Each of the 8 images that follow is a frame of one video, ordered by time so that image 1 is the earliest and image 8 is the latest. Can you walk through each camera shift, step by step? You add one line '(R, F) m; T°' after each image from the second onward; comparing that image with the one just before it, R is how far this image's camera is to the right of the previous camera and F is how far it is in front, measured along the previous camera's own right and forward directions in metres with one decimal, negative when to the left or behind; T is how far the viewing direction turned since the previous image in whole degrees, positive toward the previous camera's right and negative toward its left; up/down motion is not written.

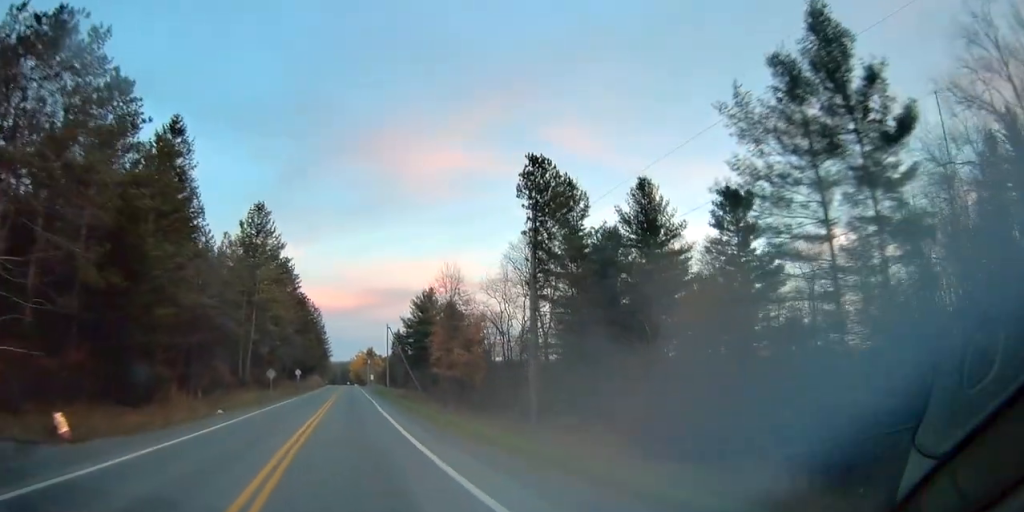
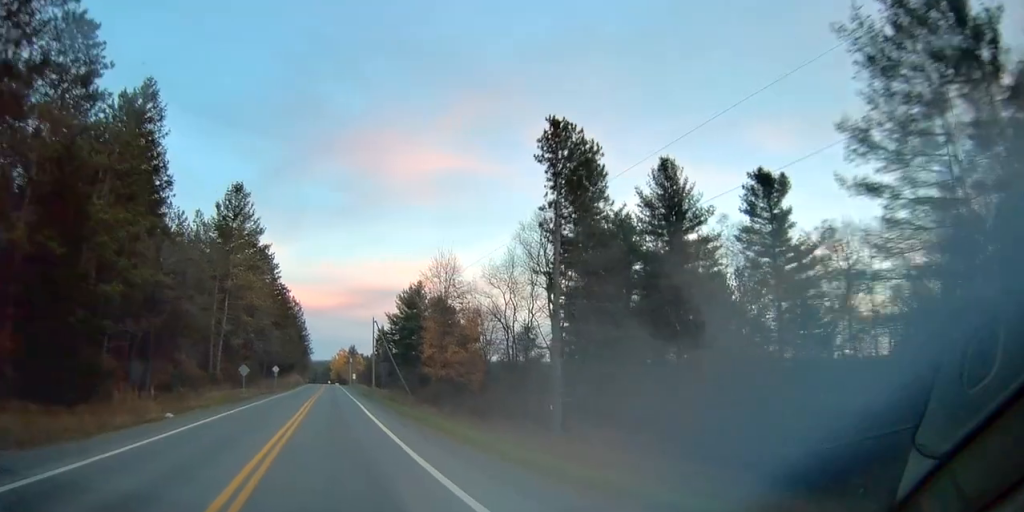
(+0.3, +7.3) m; +2°
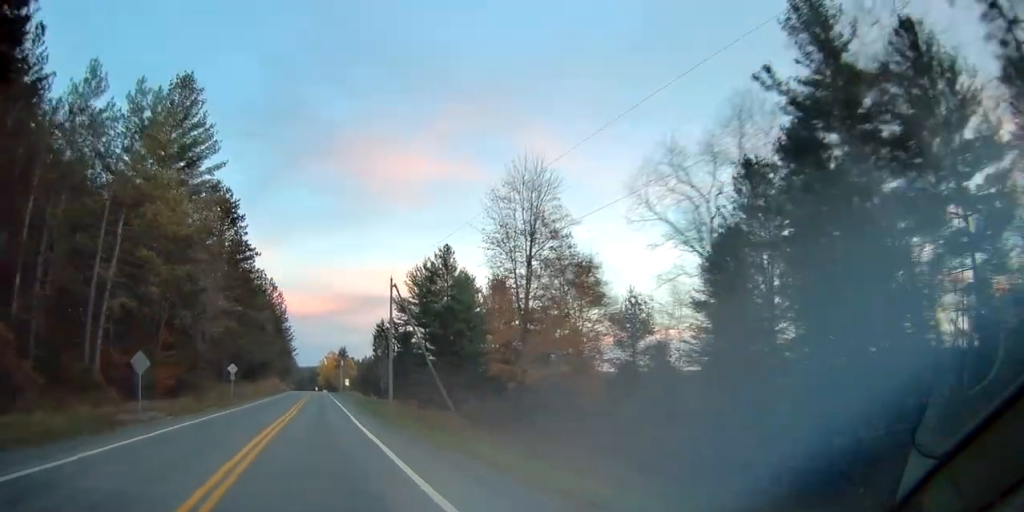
(+1.9, +30.3) m; +4°
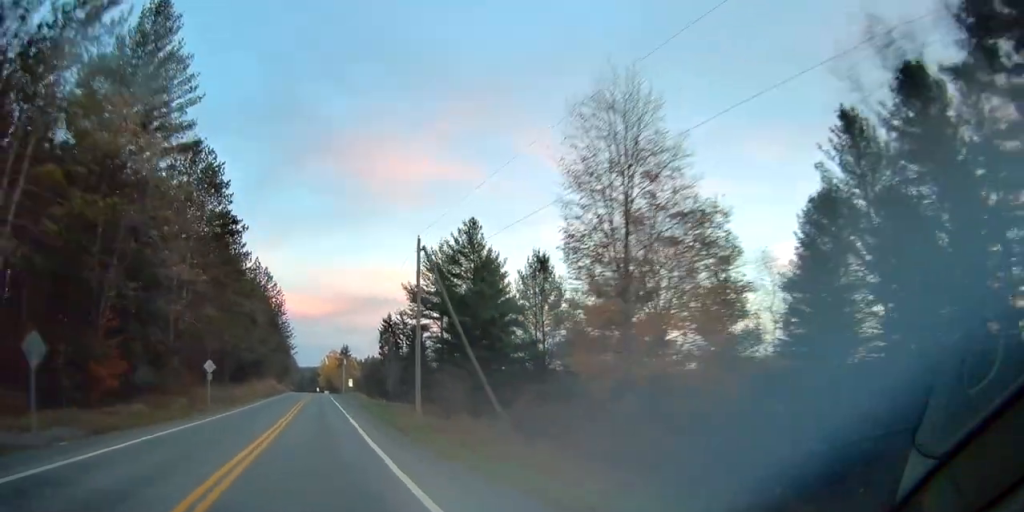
(-0.1, +11.7) m; +1°
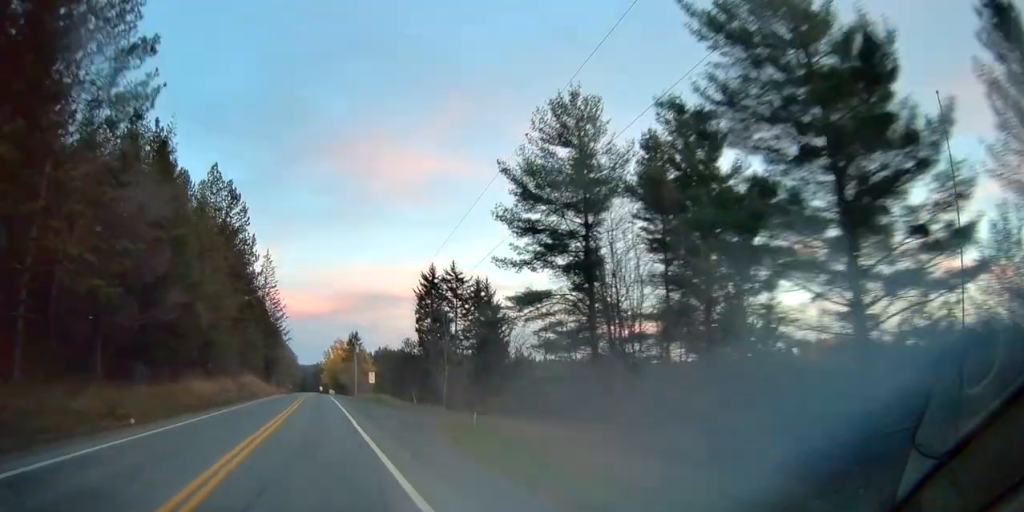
(+0.8, +42.3) m; +1°
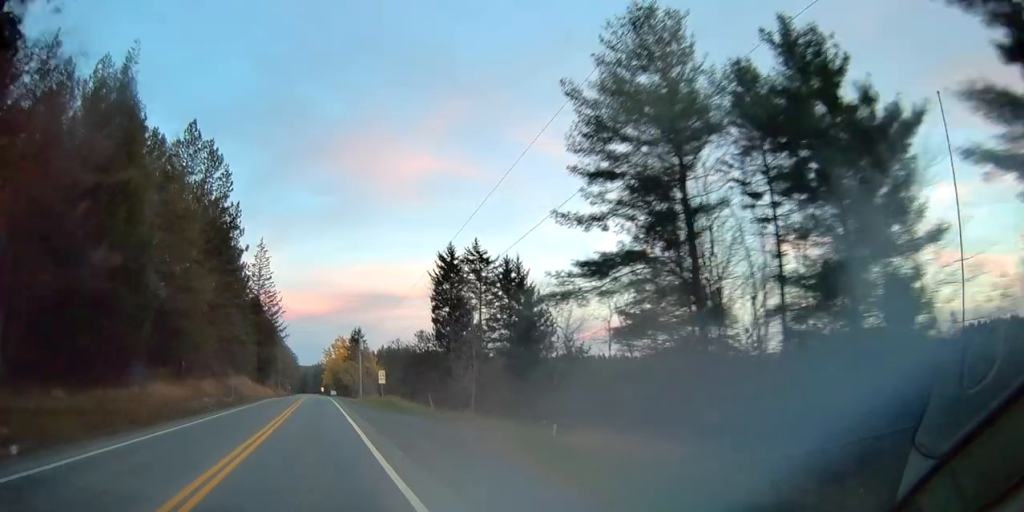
(-0.1, +10.7) m; -1°
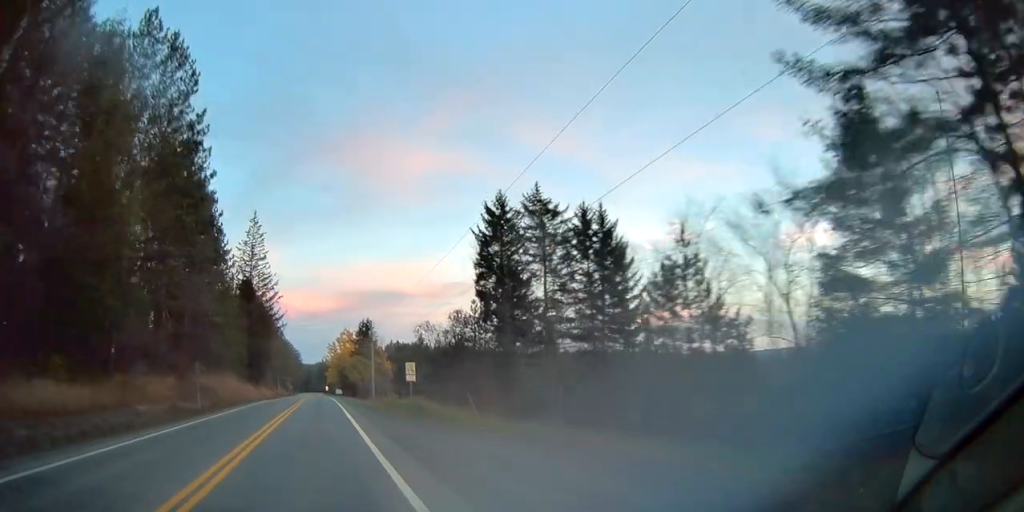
(-0.2, +16.5) m; -1°
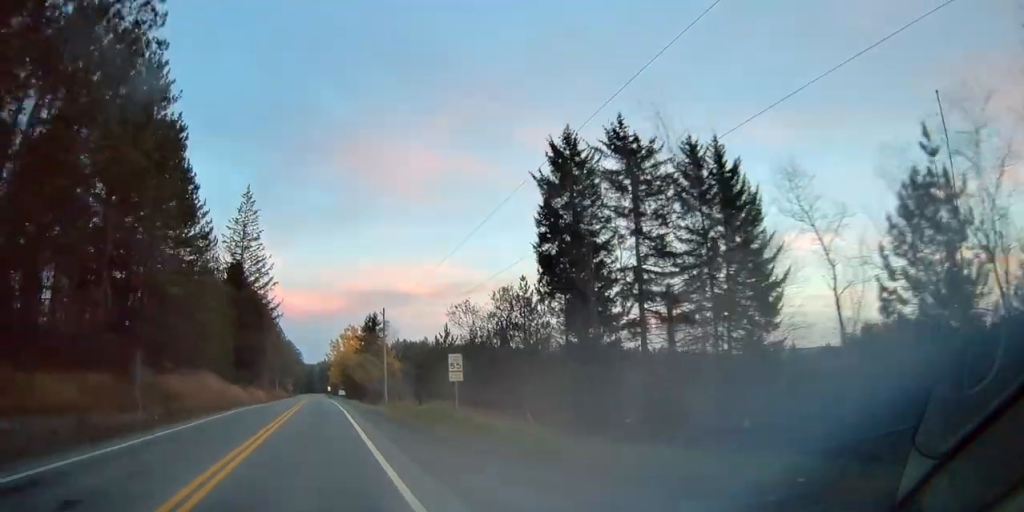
(-0.1, +12.1) m; 0°
